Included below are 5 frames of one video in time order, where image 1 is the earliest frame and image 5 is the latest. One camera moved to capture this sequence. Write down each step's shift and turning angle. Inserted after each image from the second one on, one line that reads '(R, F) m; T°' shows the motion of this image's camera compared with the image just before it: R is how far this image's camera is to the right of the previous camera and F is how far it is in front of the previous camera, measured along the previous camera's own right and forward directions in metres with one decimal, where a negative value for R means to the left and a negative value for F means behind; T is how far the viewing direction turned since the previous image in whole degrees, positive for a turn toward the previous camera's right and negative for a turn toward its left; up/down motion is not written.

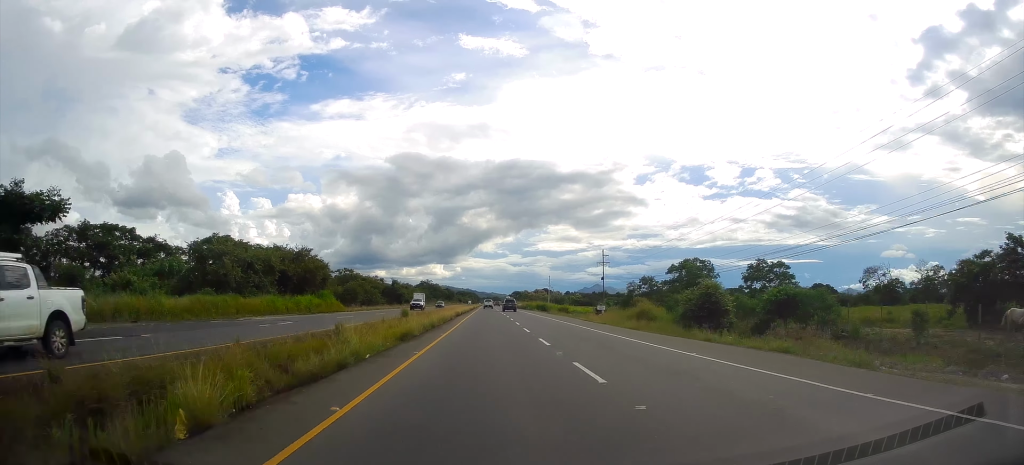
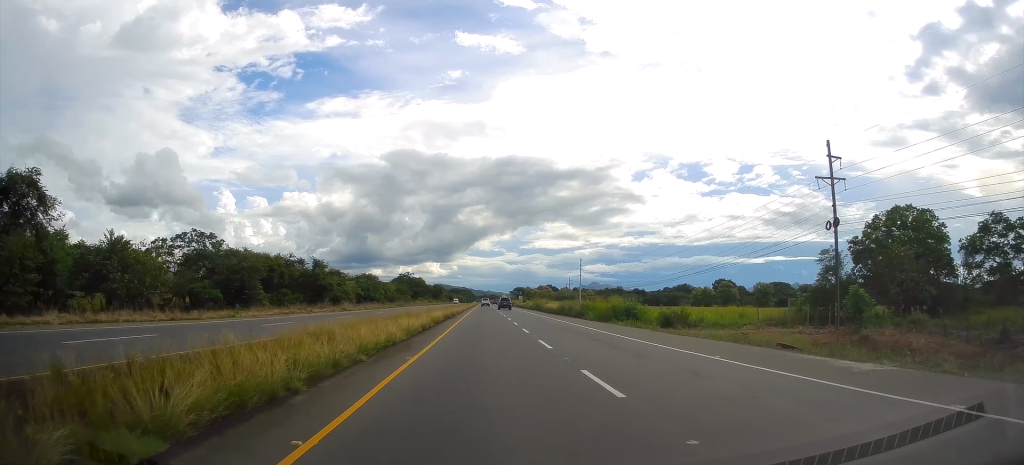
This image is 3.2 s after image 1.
(+1.1, +74.3) m; 0°
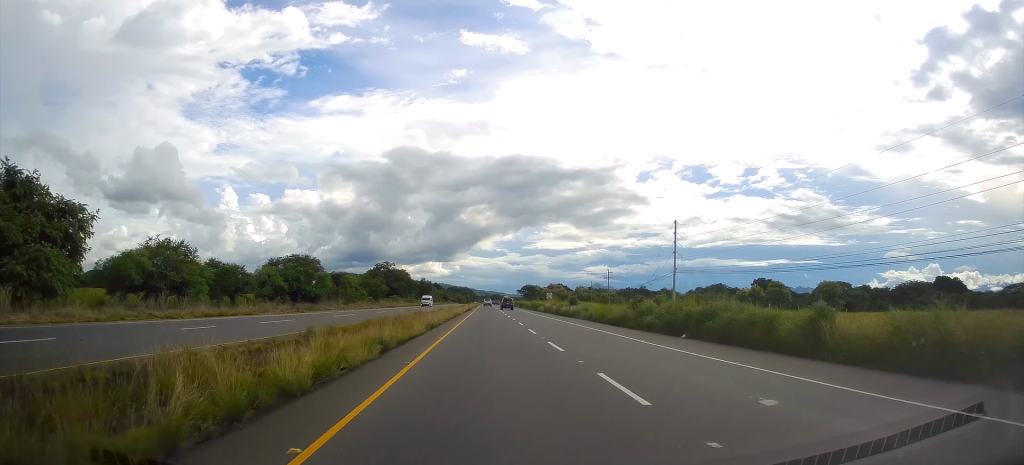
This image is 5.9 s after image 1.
(-1.3, +66.0) m; -1°
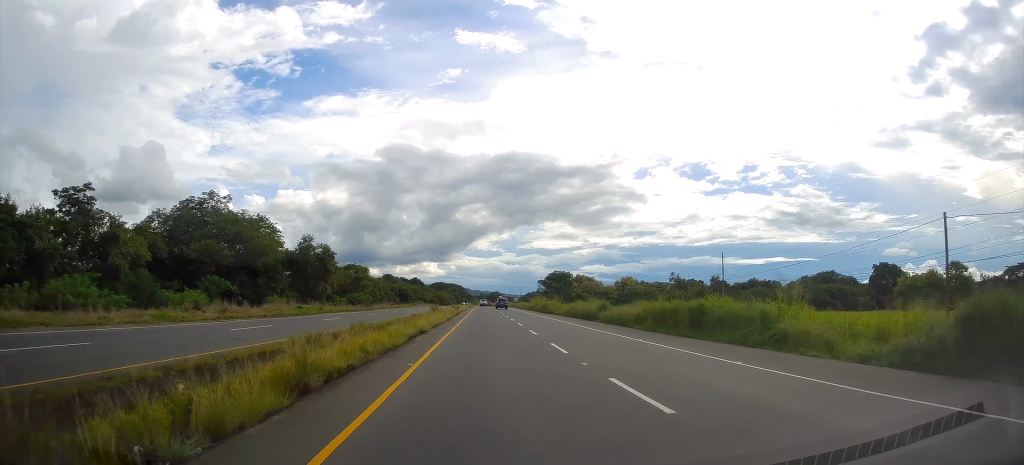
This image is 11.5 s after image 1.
(+0.6, +138.5) m; 0°
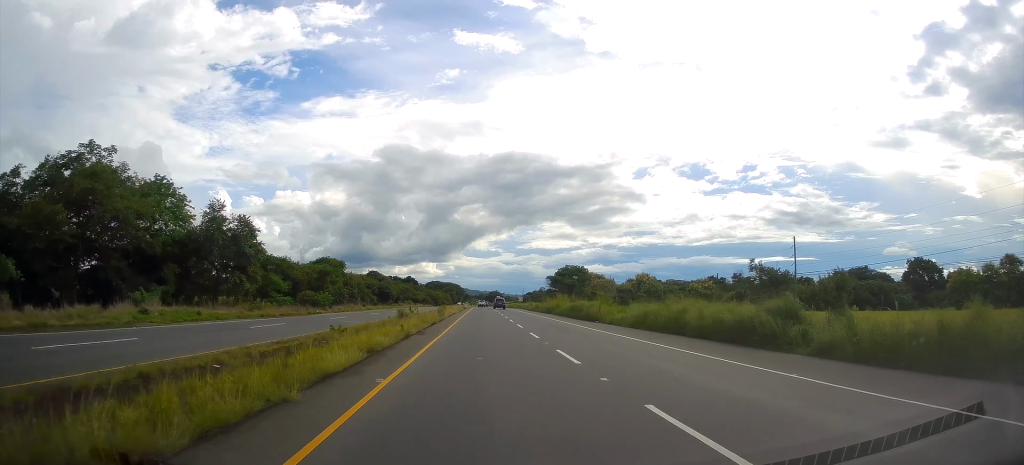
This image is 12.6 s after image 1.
(+0.3, +27.6) m; 0°
